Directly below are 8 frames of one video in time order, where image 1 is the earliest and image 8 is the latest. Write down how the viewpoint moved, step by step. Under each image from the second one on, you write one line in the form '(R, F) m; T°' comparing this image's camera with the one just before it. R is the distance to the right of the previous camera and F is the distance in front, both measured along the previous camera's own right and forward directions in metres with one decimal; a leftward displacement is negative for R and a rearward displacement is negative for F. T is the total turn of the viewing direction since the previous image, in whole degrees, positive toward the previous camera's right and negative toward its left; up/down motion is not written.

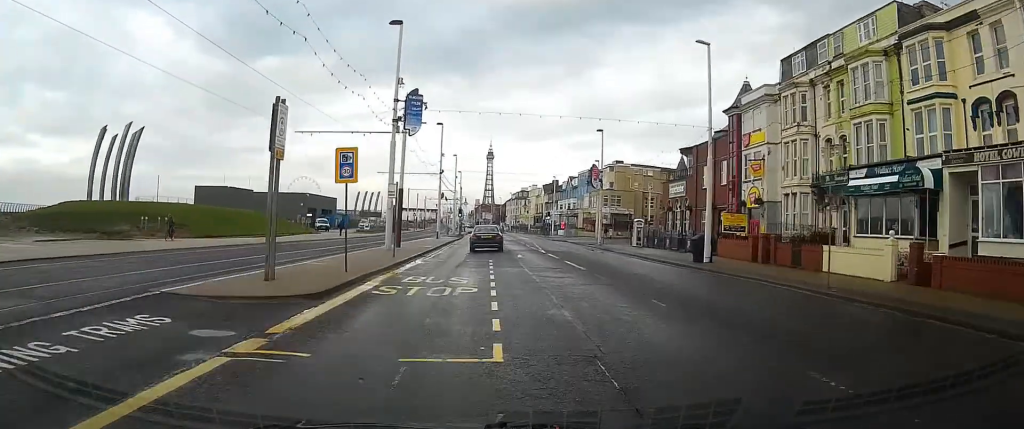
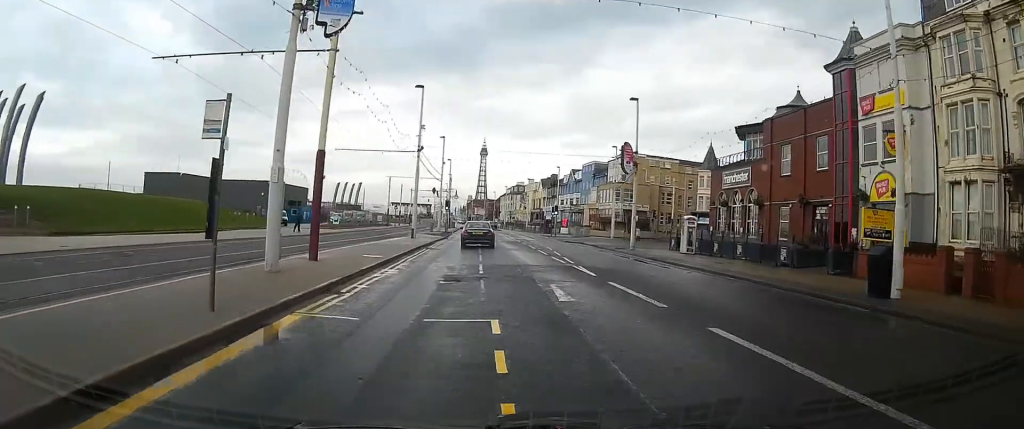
(-0.2, +16.7) m; 0°
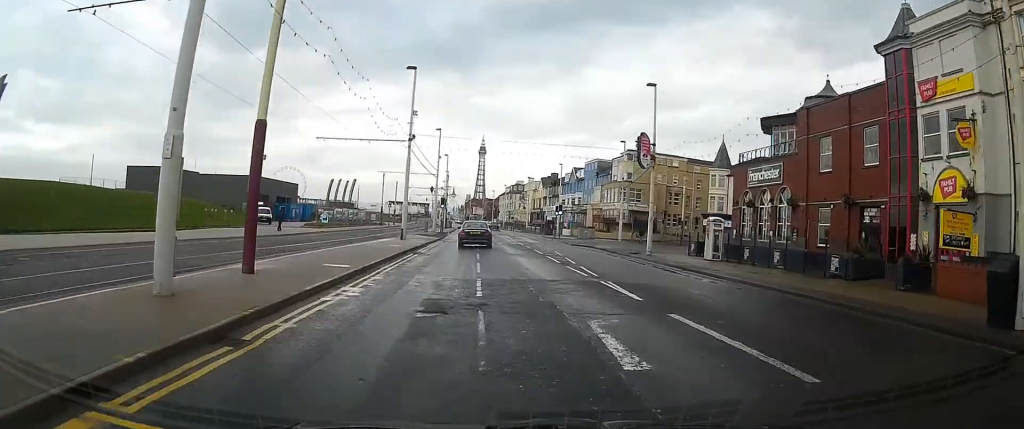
(0.0, +5.2) m; 0°
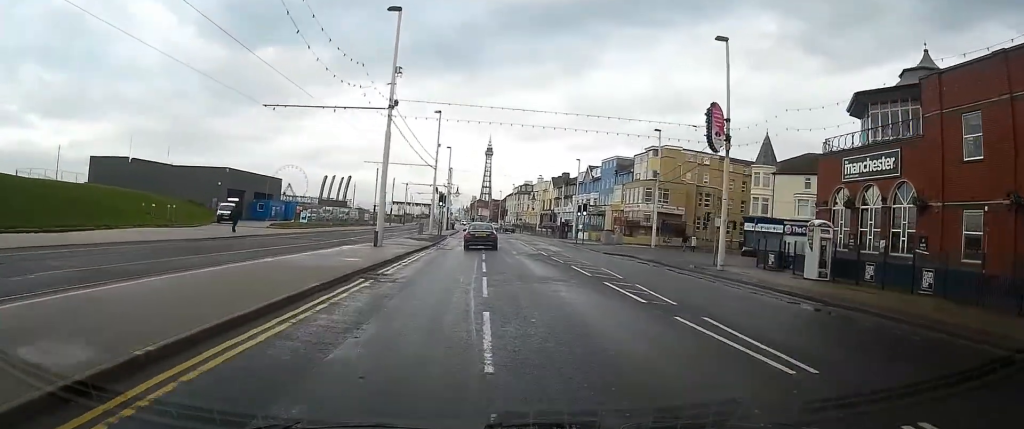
(+0.2, +11.6) m; +1°
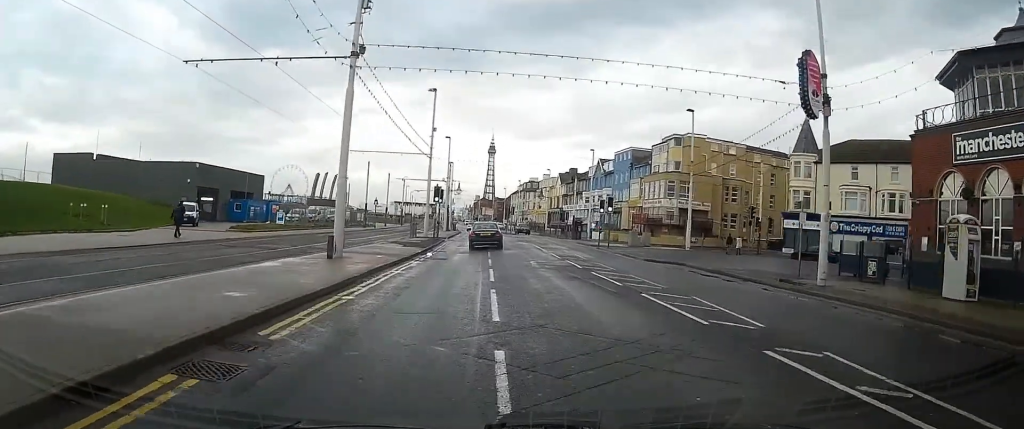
(+0.1, +9.1) m; 0°
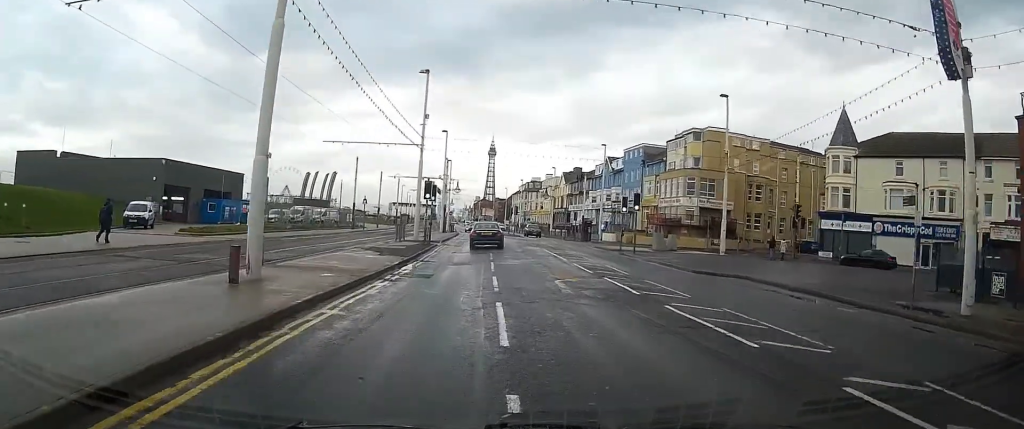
(0.0, +7.6) m; -1°
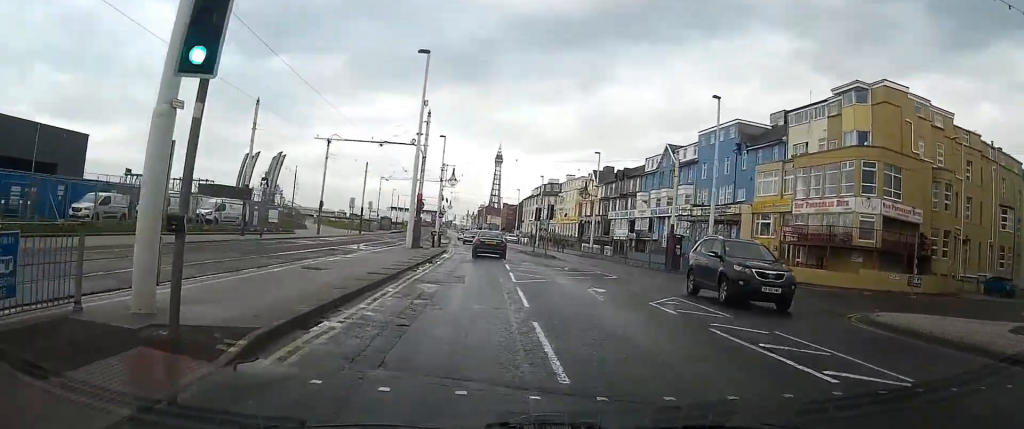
(-0.6, +34.6) m; -1°
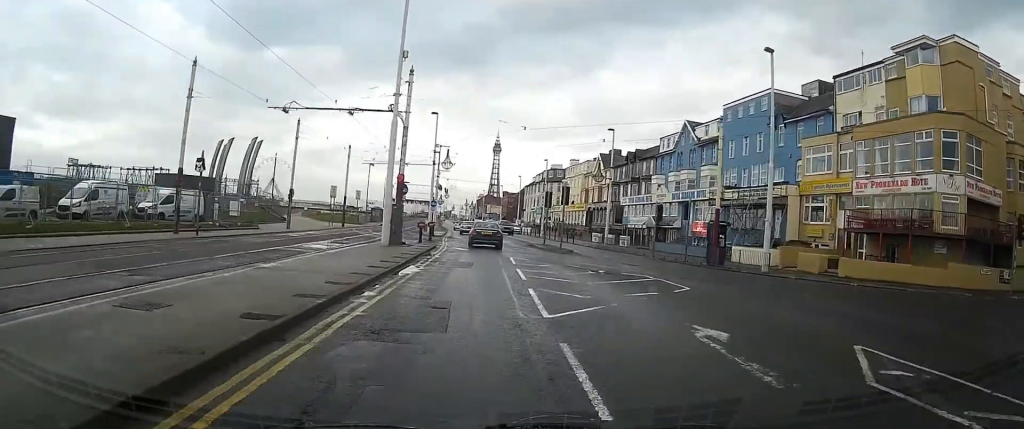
(0.0, +8.6) m; 0°
